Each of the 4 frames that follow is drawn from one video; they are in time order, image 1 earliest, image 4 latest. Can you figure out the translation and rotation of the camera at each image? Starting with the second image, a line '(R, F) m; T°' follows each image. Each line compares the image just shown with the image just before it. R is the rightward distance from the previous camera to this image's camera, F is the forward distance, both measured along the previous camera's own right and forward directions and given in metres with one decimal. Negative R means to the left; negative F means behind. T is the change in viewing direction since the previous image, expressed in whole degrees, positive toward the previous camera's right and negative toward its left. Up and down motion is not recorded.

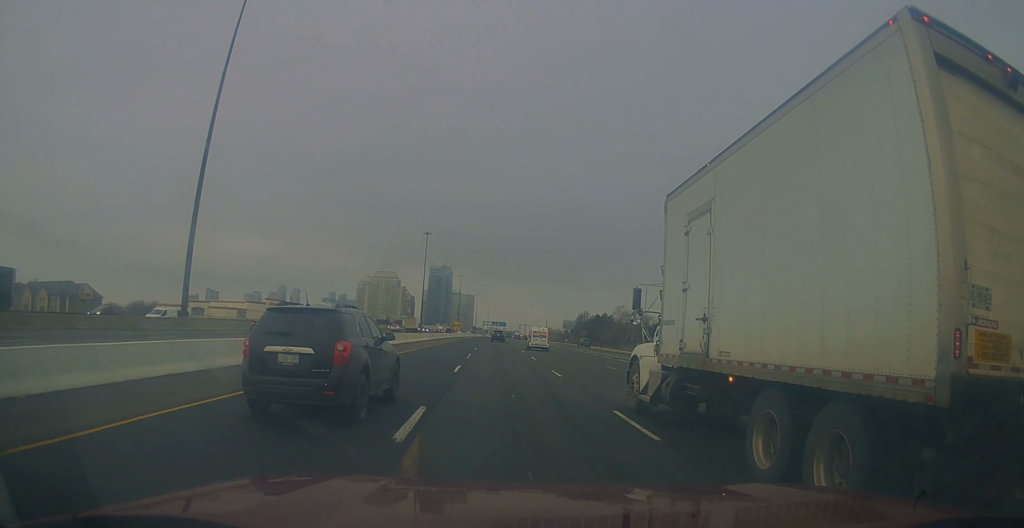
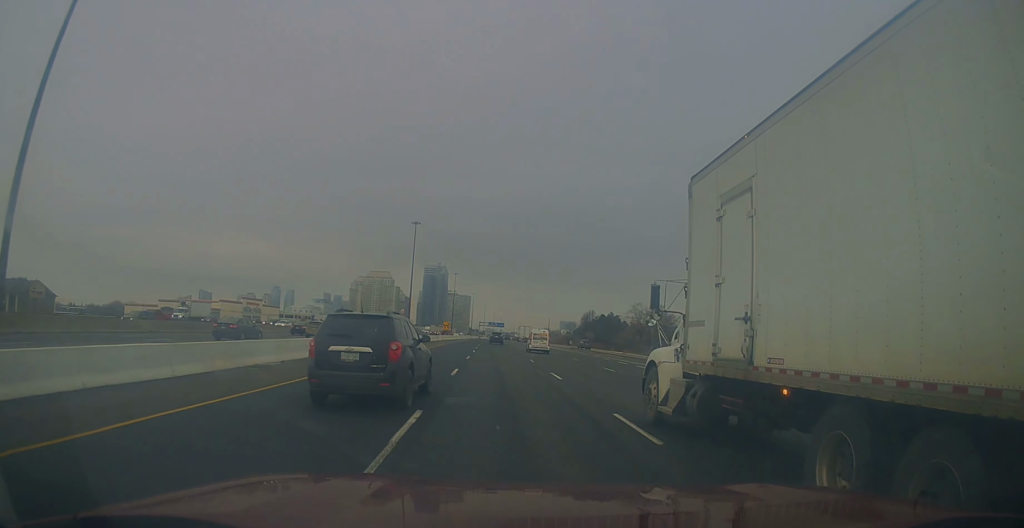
(-0.1, +24.5) m; 0°
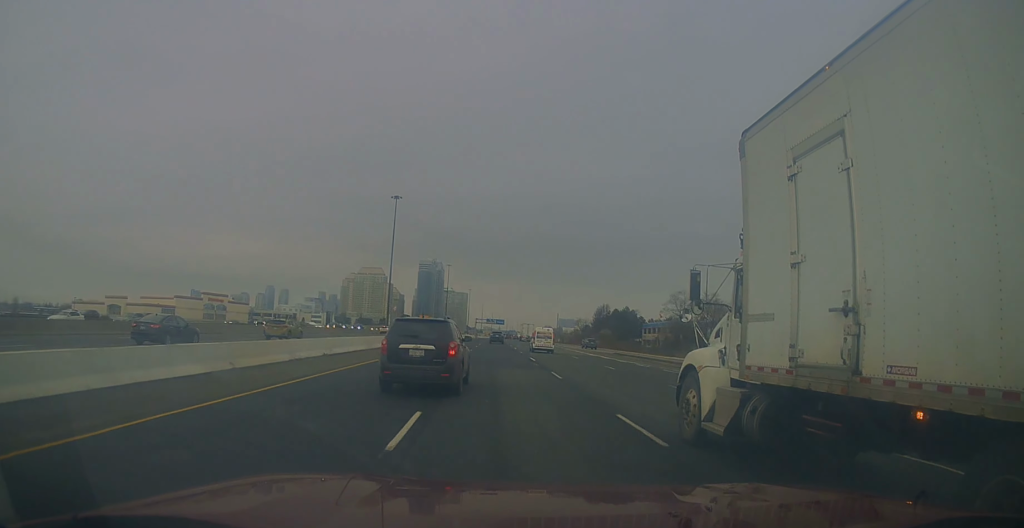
(+0.2, +36.5) m; +1°
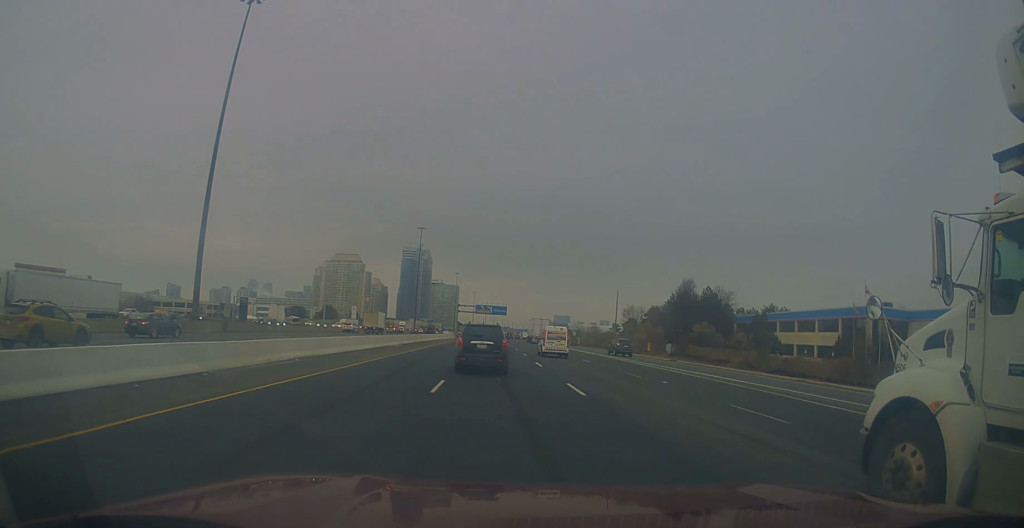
(+1.4, +102.1) m; 0°
